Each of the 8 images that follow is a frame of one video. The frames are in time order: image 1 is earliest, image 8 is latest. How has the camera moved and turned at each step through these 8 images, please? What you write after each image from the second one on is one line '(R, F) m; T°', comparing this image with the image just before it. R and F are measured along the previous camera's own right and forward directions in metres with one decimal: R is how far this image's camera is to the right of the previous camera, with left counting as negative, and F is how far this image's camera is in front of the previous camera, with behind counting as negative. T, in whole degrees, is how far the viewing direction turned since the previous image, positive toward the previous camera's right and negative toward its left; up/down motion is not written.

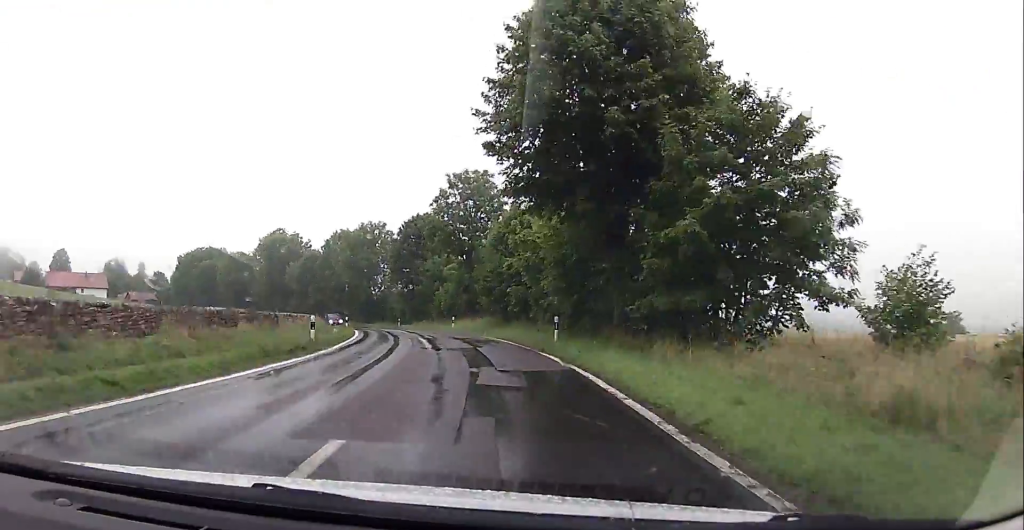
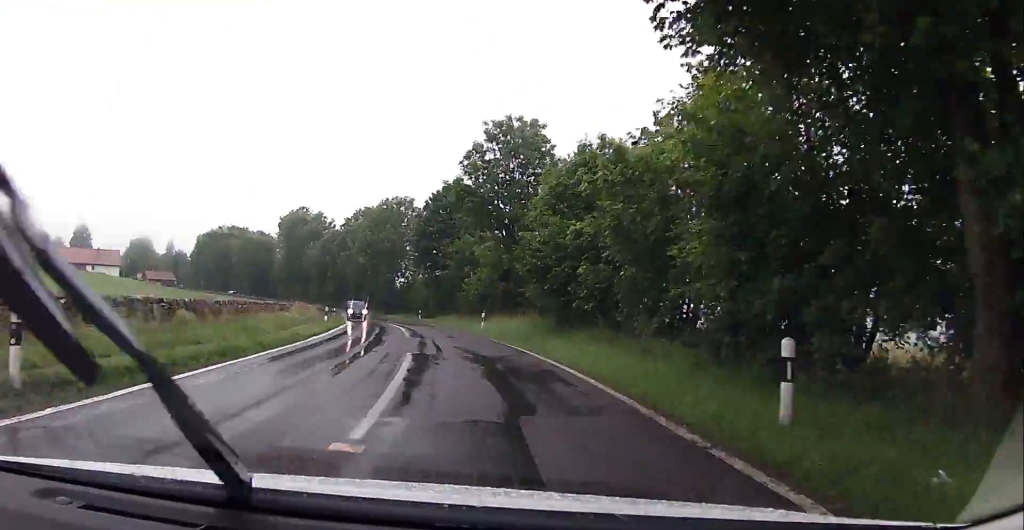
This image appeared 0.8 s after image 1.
(+0.2, +15.4) m; -1°
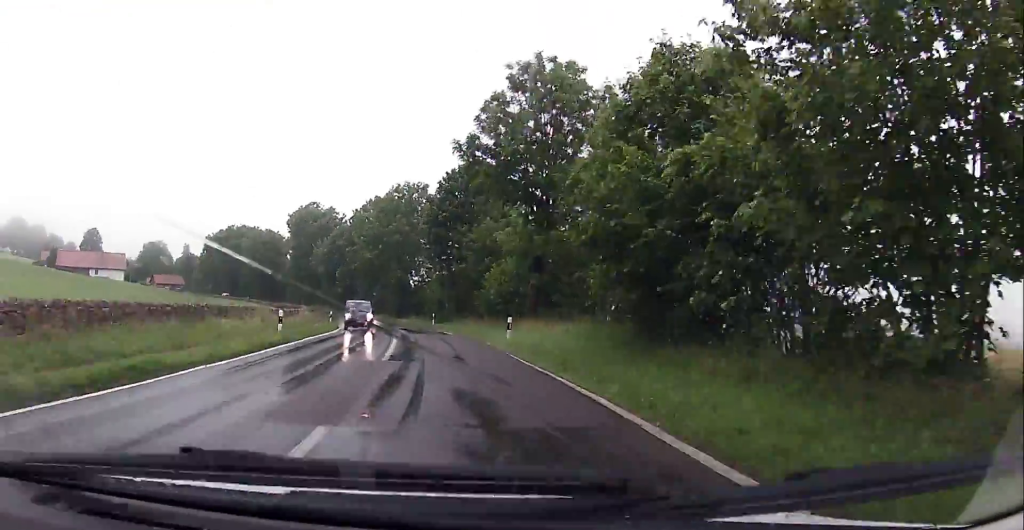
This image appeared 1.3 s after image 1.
(-0.1, +10.5) m; -3°
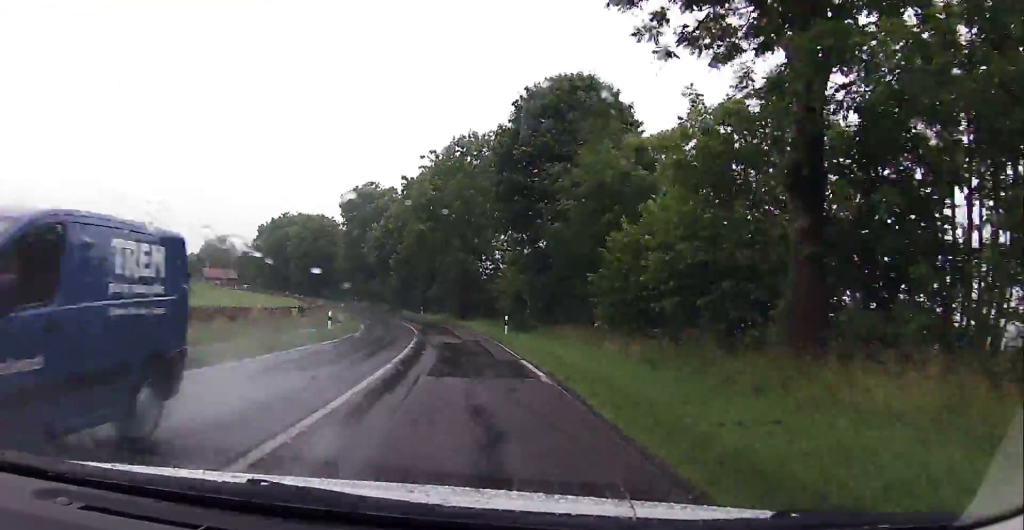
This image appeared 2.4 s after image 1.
(-1.2, +22.2) m; -6°
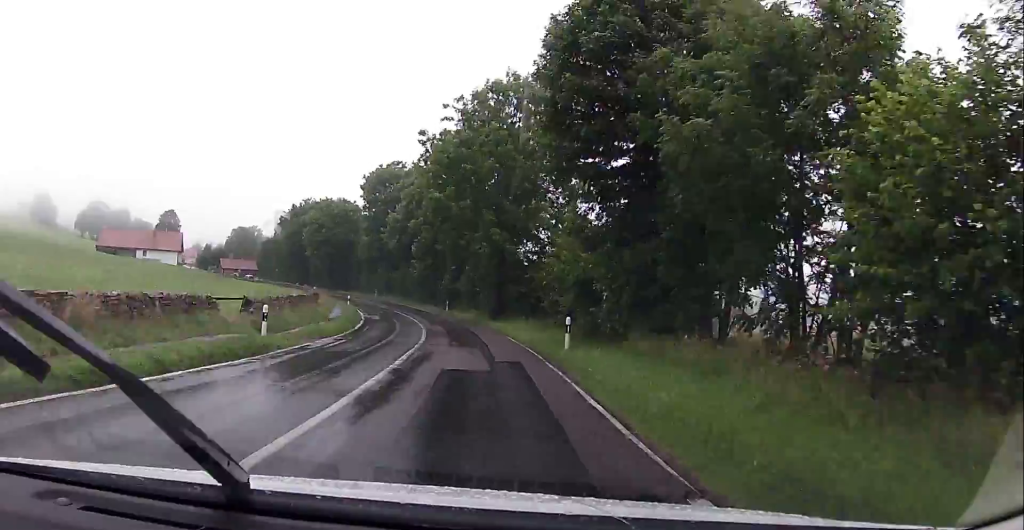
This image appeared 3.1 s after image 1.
(-0.6, +13.4) m; -4°
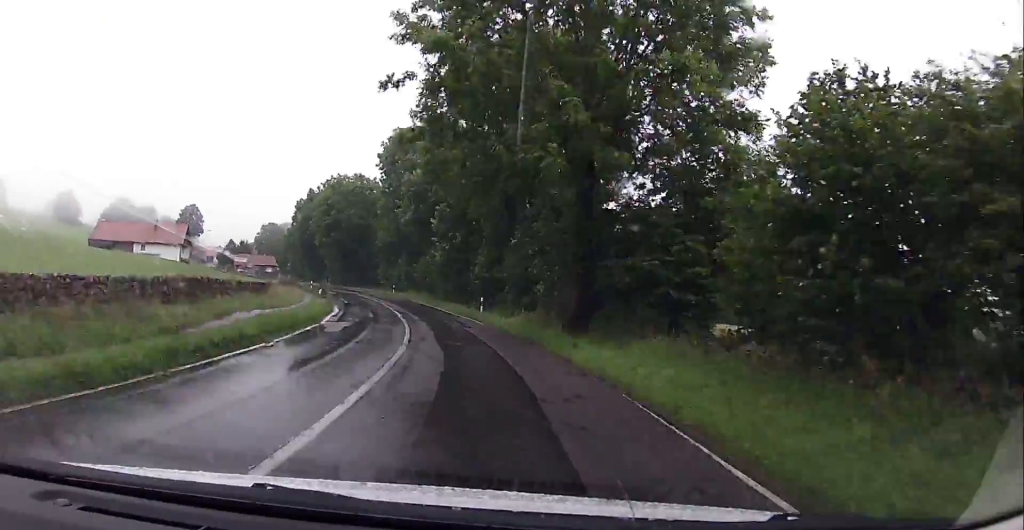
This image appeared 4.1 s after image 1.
(-1.1, +22.6) m; -5°
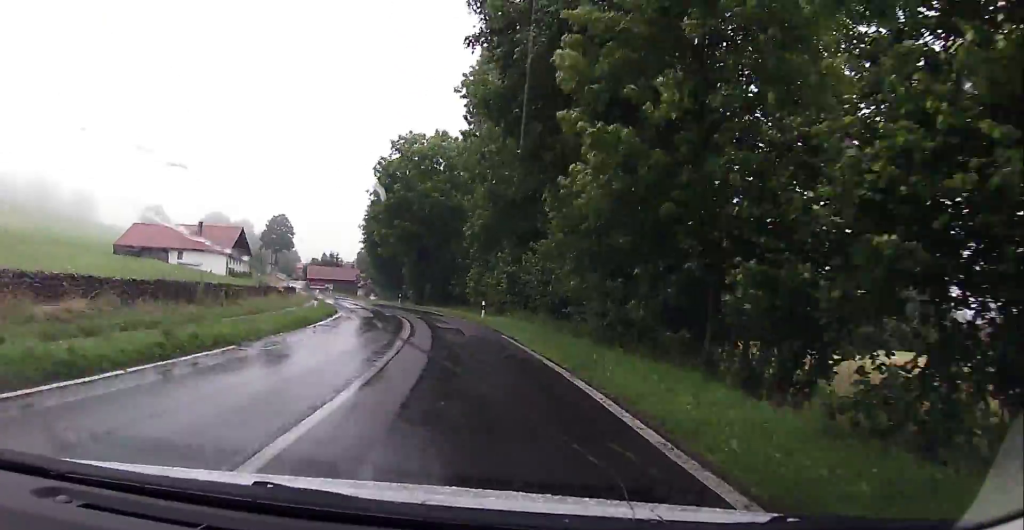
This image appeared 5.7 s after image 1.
(-2.0, +35.0) m; -9°
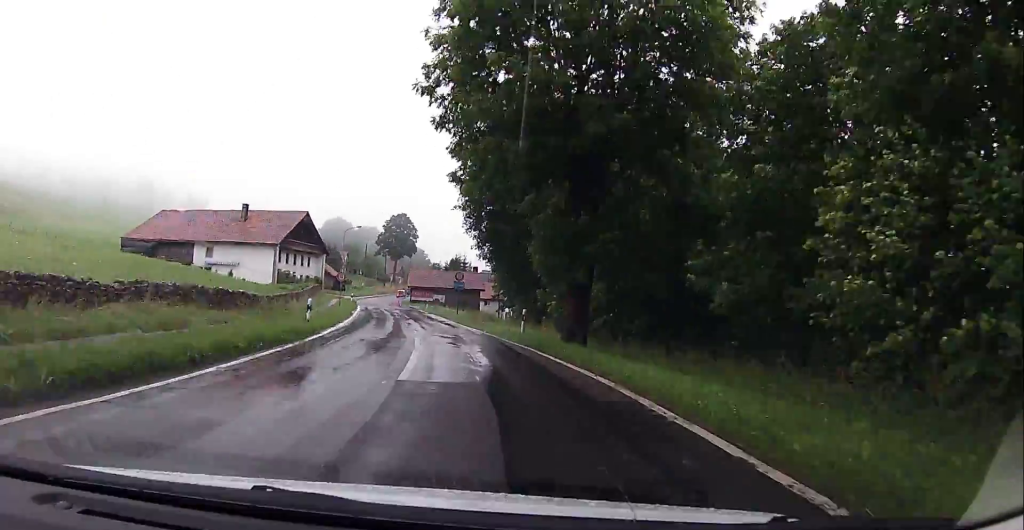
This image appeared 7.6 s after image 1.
(-5.1, +39.2) m; -13°
